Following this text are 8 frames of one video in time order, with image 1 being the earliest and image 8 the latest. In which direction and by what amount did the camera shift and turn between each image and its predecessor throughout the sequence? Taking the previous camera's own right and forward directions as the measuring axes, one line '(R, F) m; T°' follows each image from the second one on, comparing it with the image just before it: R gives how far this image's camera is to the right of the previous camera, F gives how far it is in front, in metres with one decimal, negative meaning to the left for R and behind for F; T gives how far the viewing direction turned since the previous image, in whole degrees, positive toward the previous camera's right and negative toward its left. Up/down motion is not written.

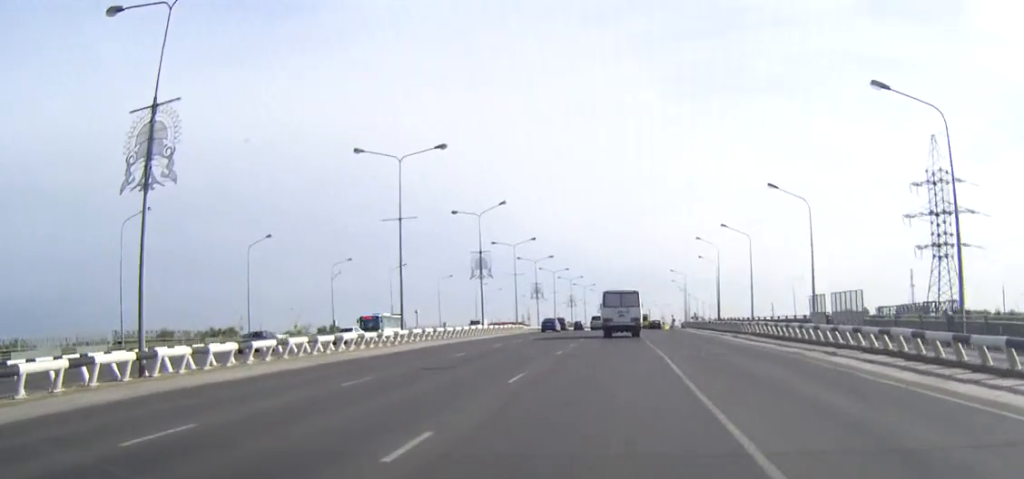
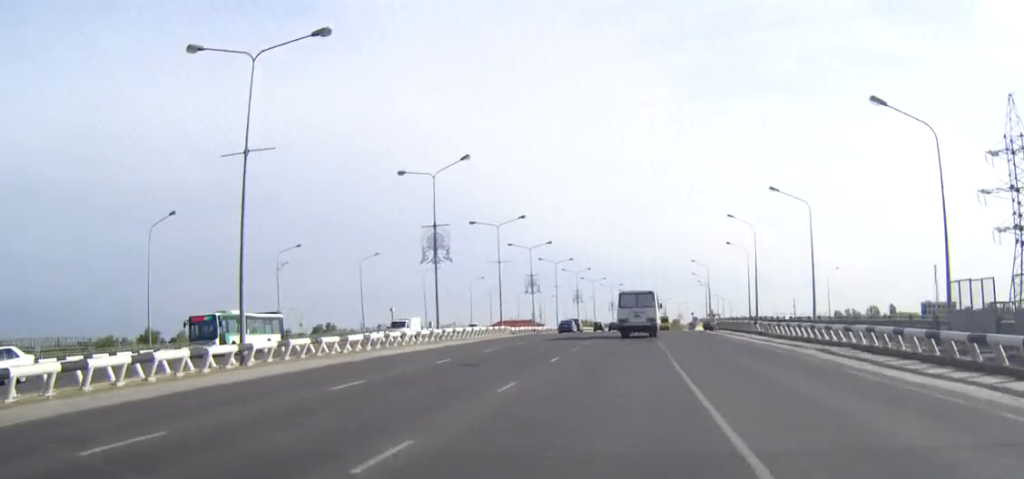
(-0.1, +21.8) m; -1°
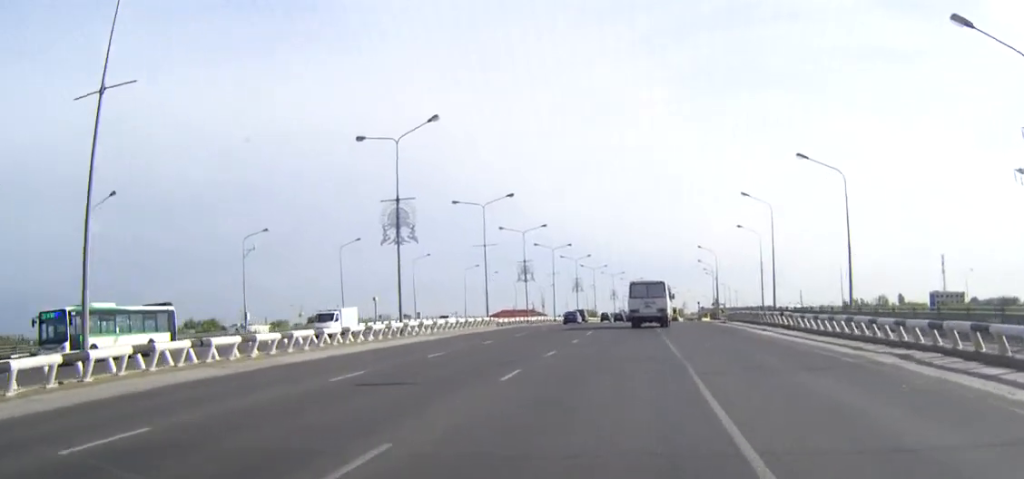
(0.0, +9.1) m; 0°
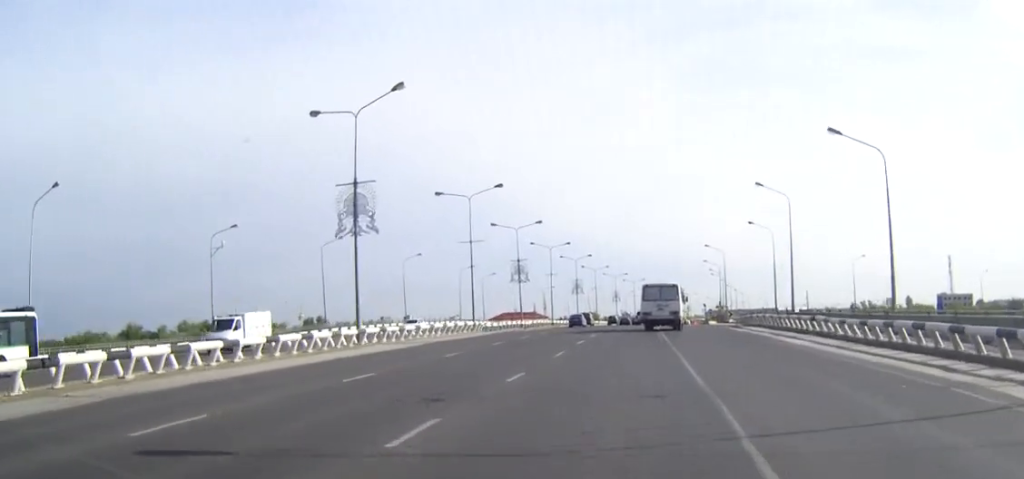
(0.0, +7.5) m; 0°
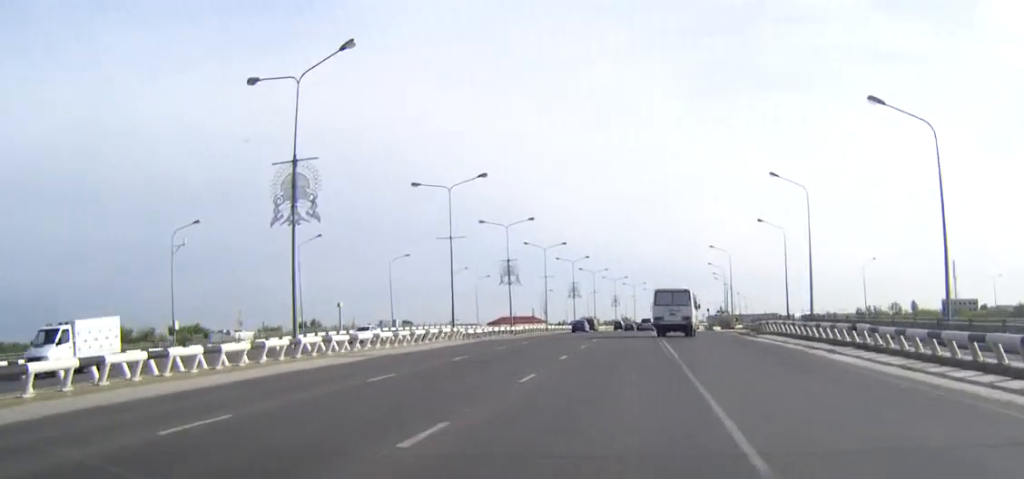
(0.0, +7.4) m; 0°
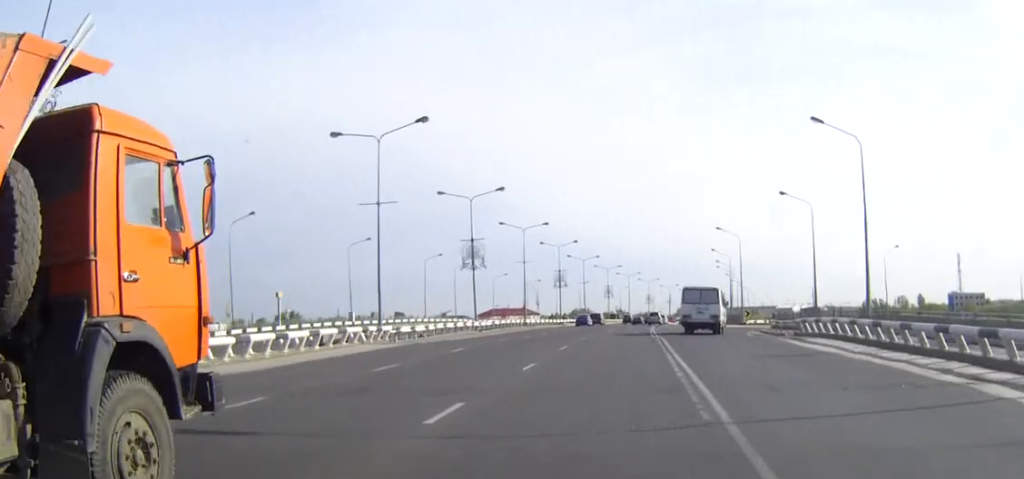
(0.0, +16.3) m; 0°
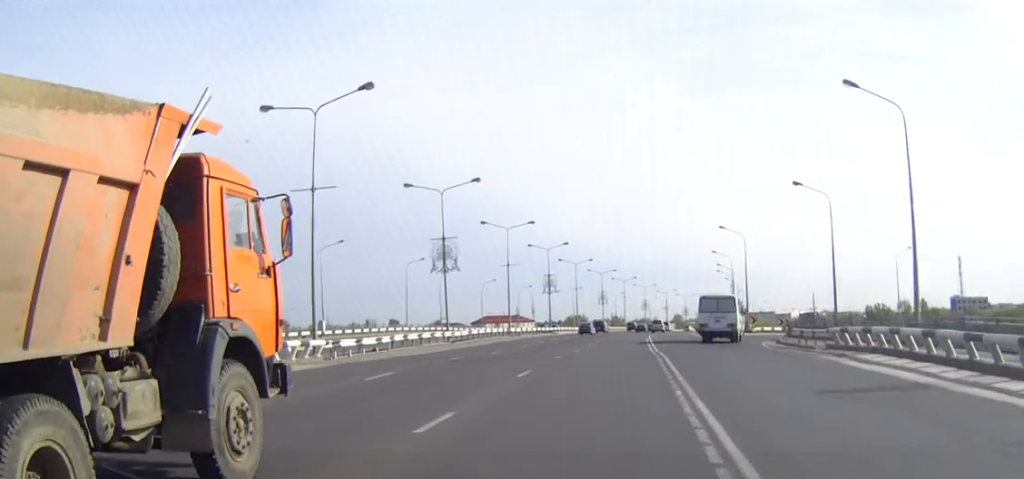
(0.0, +8.7) m; 0°
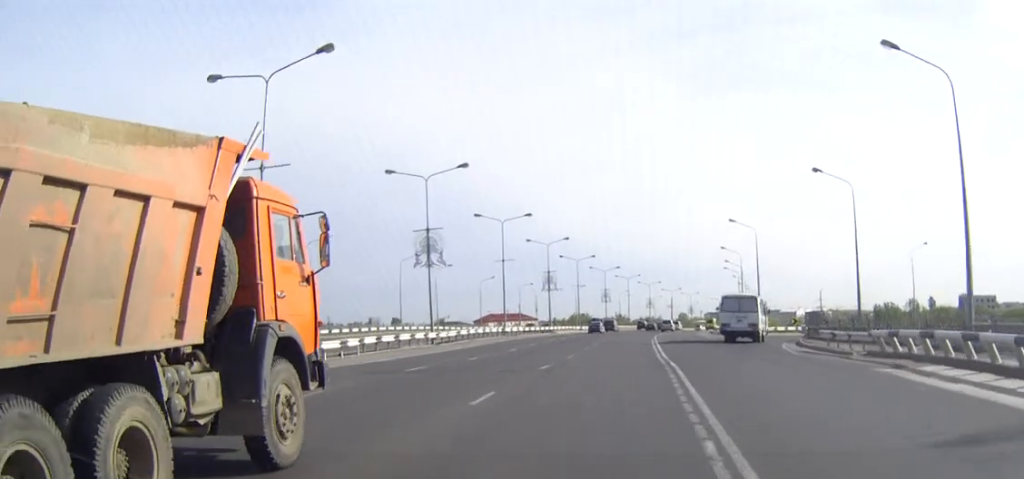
(0.0, +5.7) m; 0°
